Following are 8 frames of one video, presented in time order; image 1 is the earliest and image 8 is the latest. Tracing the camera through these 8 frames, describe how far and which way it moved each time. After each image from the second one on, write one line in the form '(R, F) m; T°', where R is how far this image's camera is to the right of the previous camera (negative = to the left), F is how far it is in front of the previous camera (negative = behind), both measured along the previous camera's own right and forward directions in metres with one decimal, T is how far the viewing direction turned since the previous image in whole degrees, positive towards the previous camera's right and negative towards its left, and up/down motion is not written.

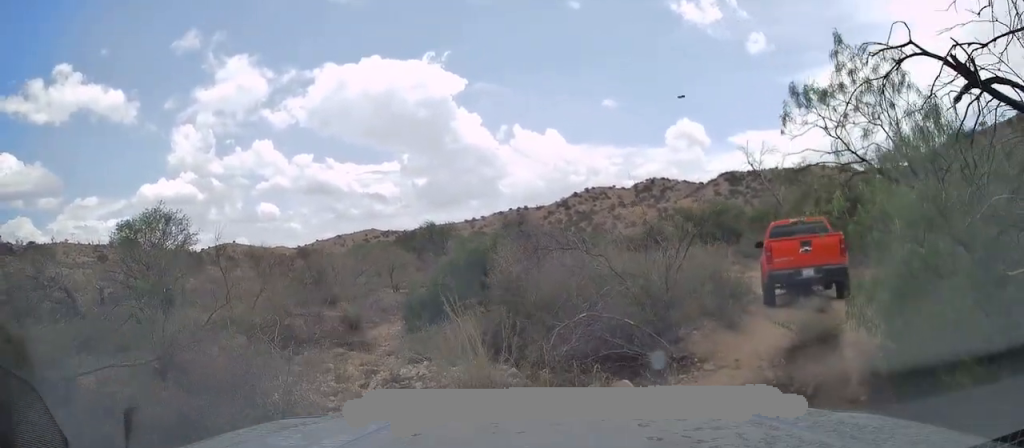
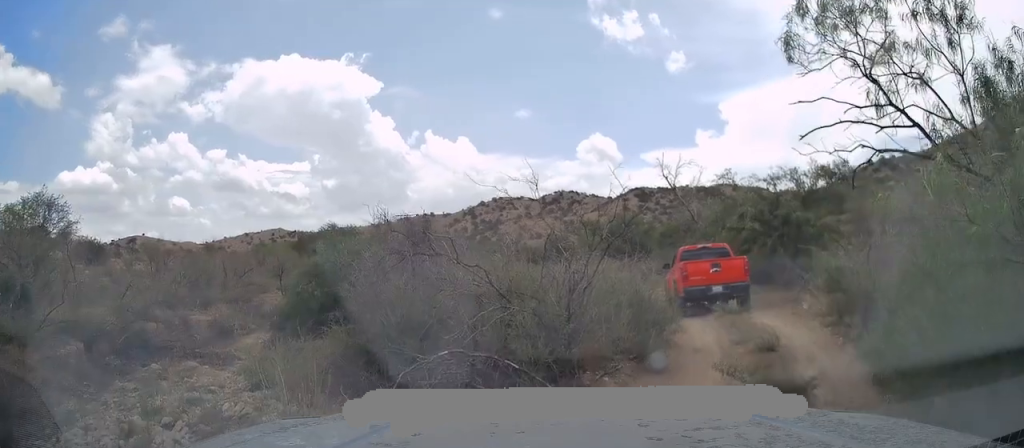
(0.0, +2.4) m; +8°
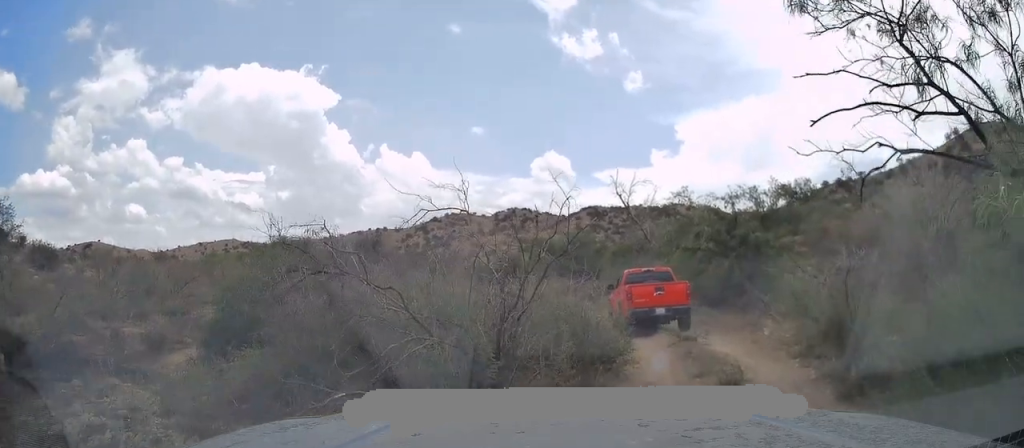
(+0.1, +1.2) m; +4°
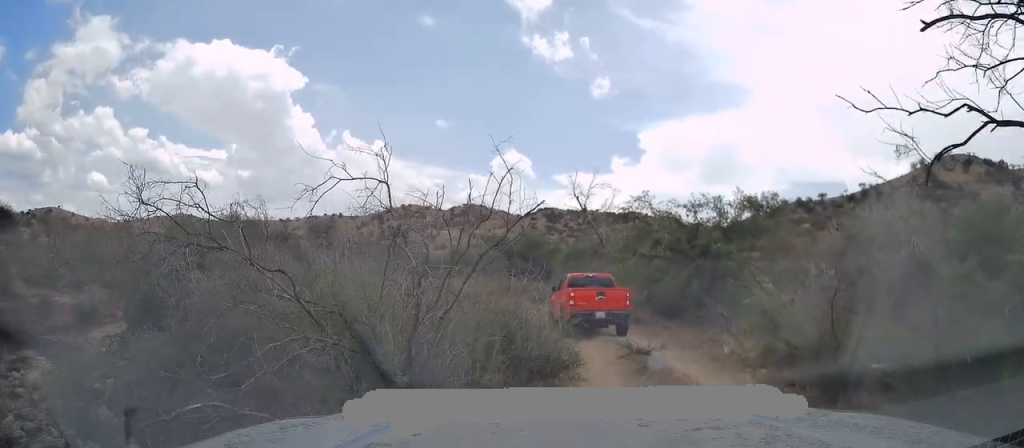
(0.0, +1.3) m; +2°
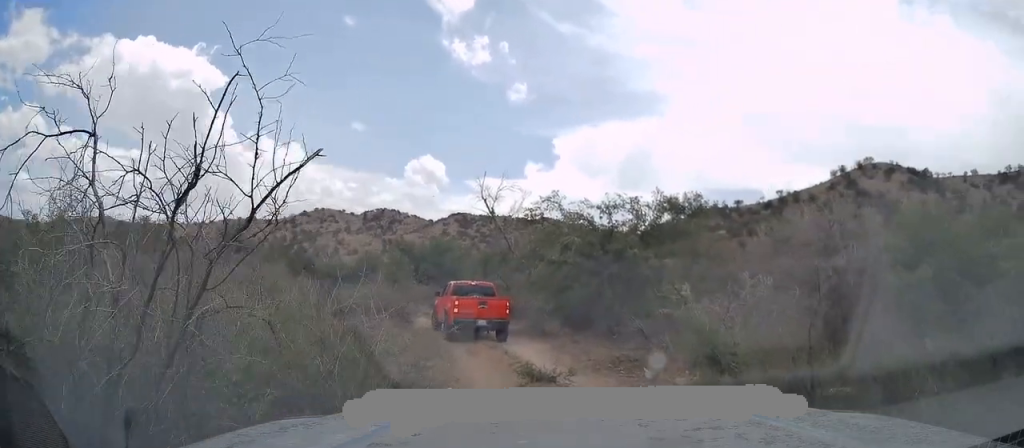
(0.0, +2.5) m; 0°
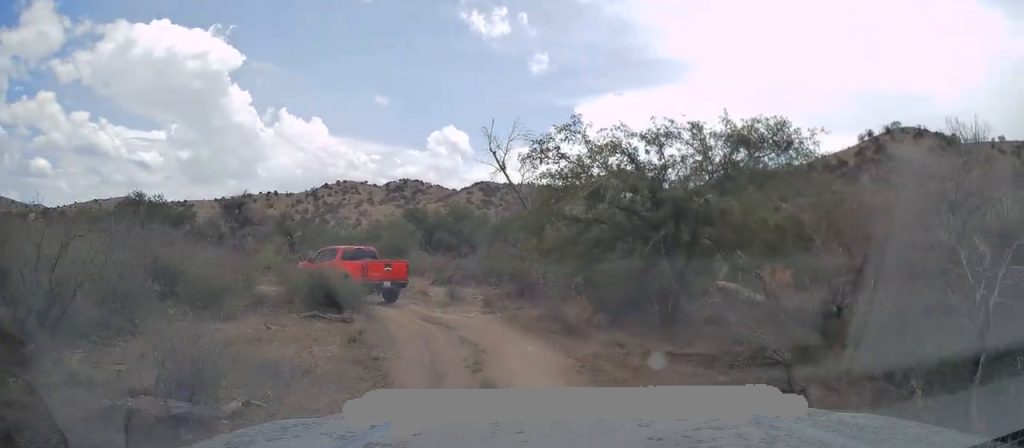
(+0.5, +8.4) m; +1°
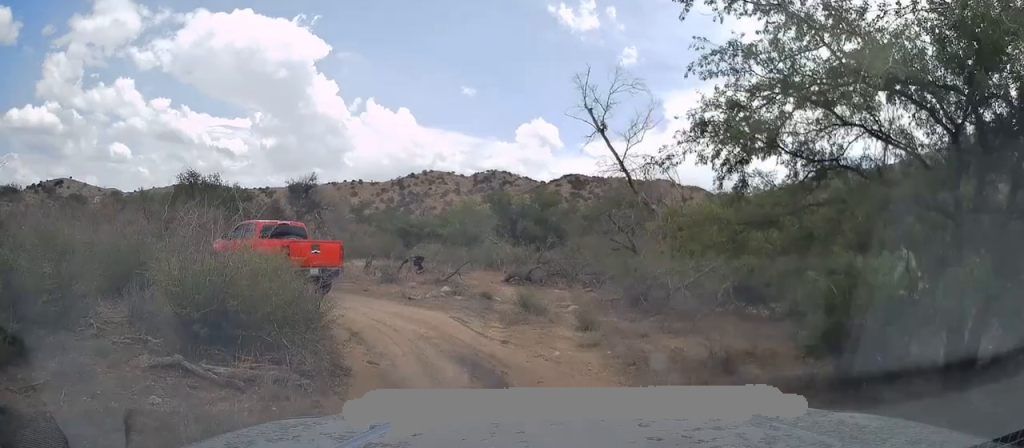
(-0.5, +7.4) m; -8°
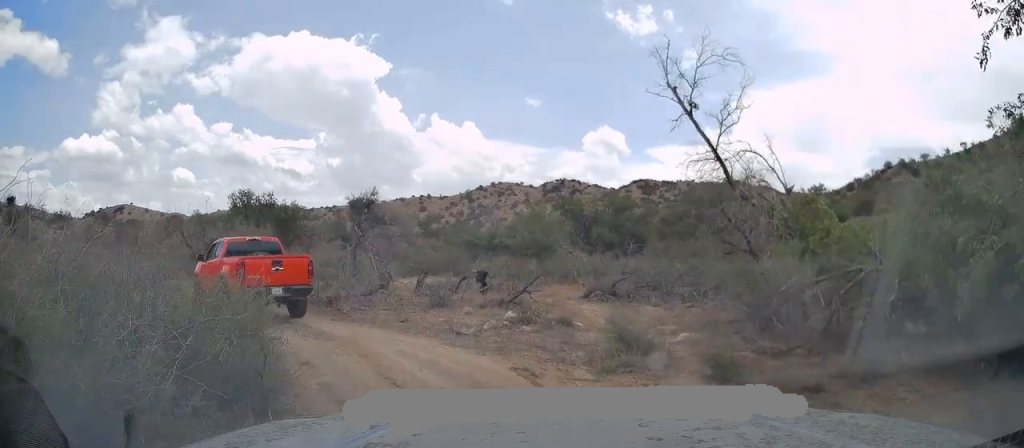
(-0.2, +4.1) m; -6°
